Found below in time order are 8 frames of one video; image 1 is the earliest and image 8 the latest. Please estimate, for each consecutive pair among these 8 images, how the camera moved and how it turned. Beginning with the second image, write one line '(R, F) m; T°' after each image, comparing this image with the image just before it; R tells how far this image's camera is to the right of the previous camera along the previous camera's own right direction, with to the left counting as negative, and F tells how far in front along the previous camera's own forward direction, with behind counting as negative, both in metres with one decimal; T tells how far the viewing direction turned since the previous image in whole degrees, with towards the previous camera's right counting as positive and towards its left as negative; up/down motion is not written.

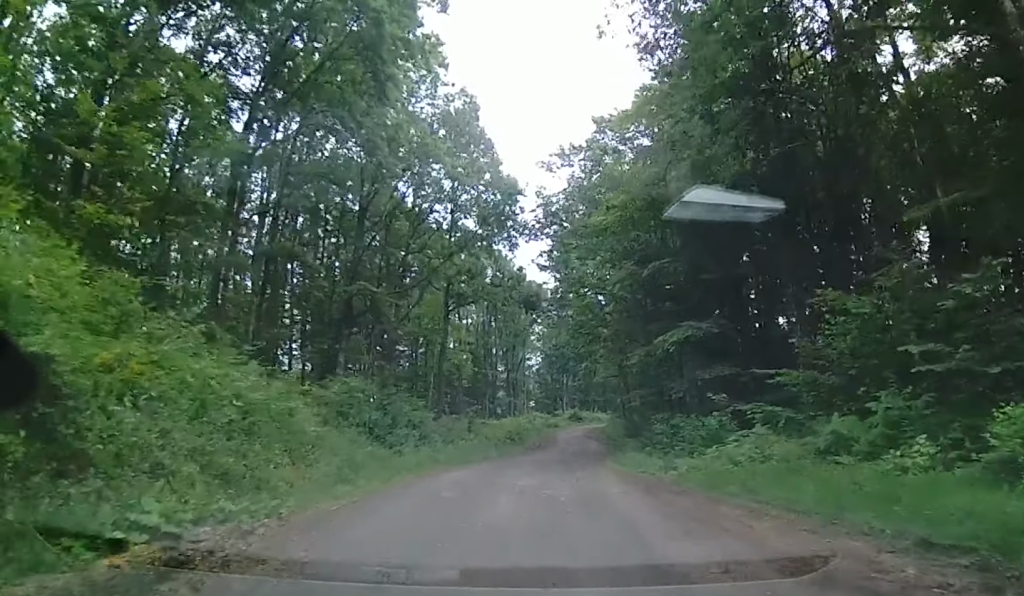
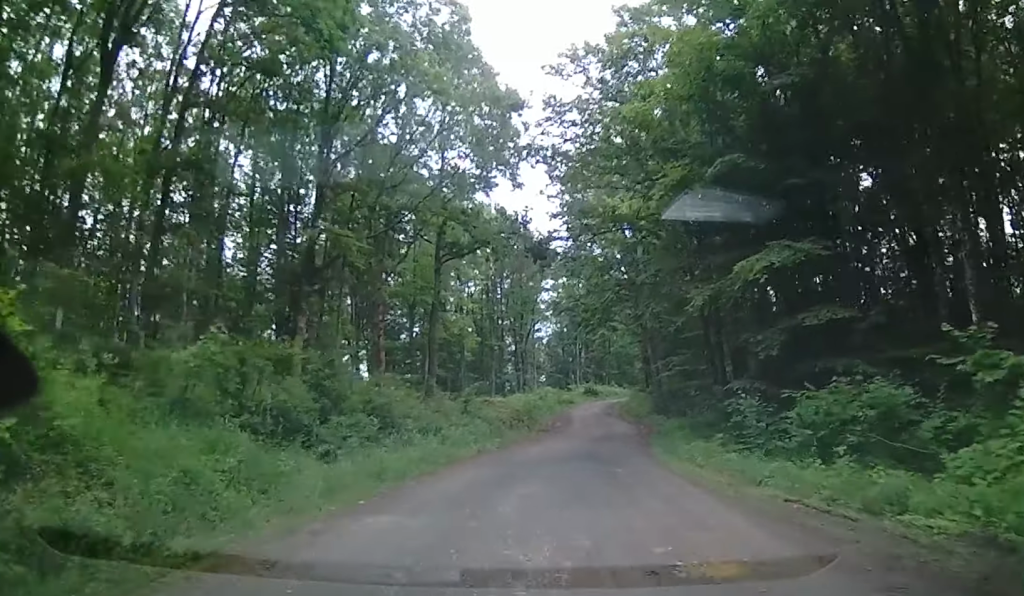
(-0.1, +10.0) m; +3°
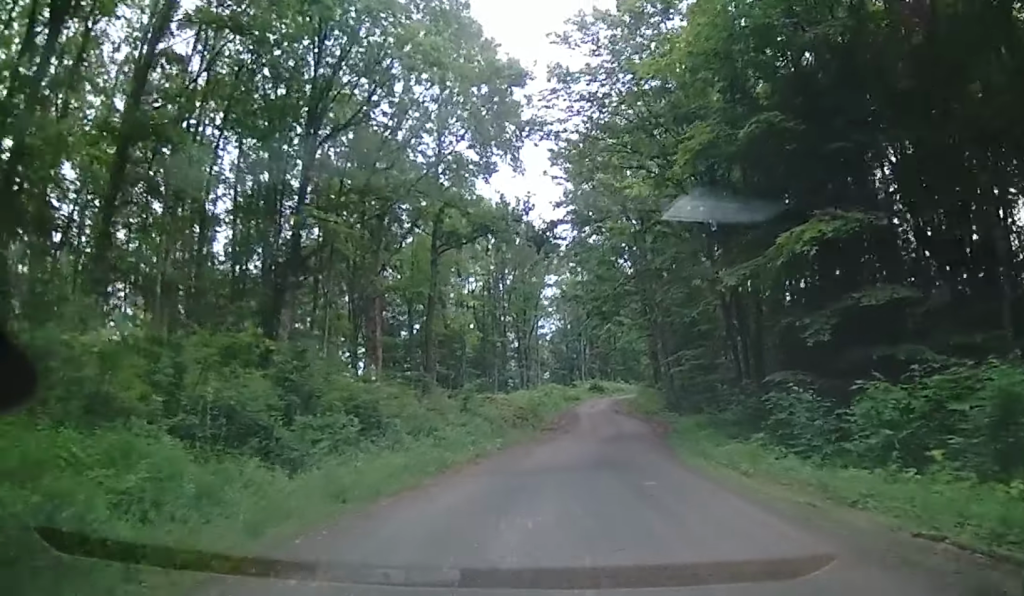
(+0.1, +3.1) m; +2°
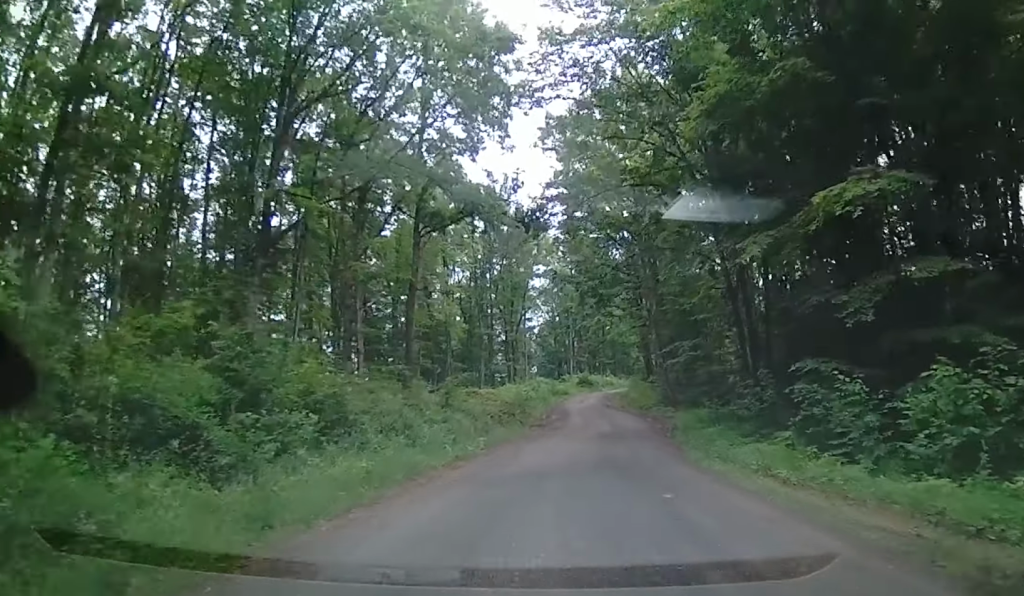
(0.0, +2.7) m; 0°
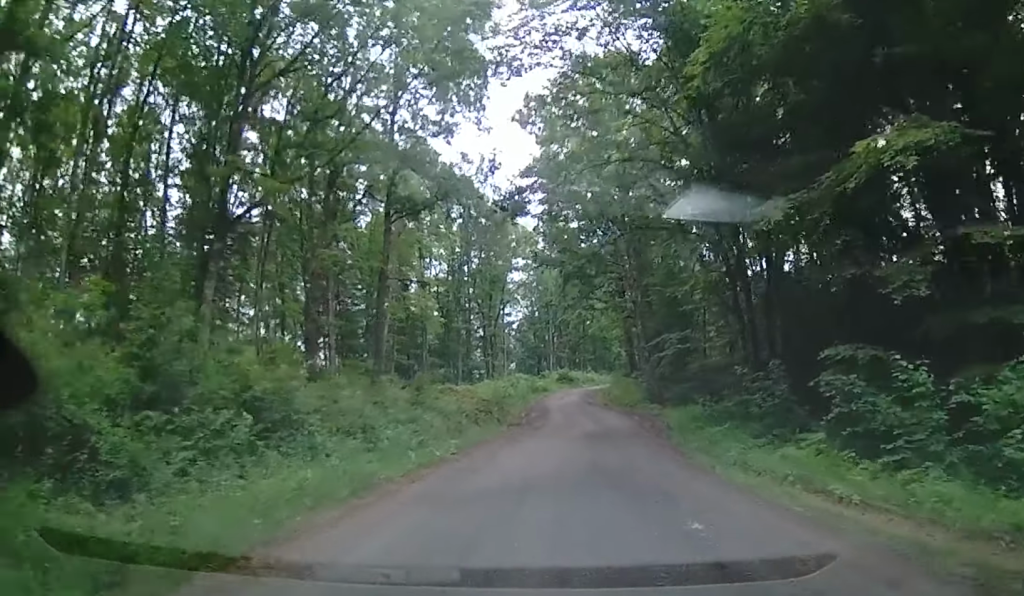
(0.0, +2.7) m; 0°
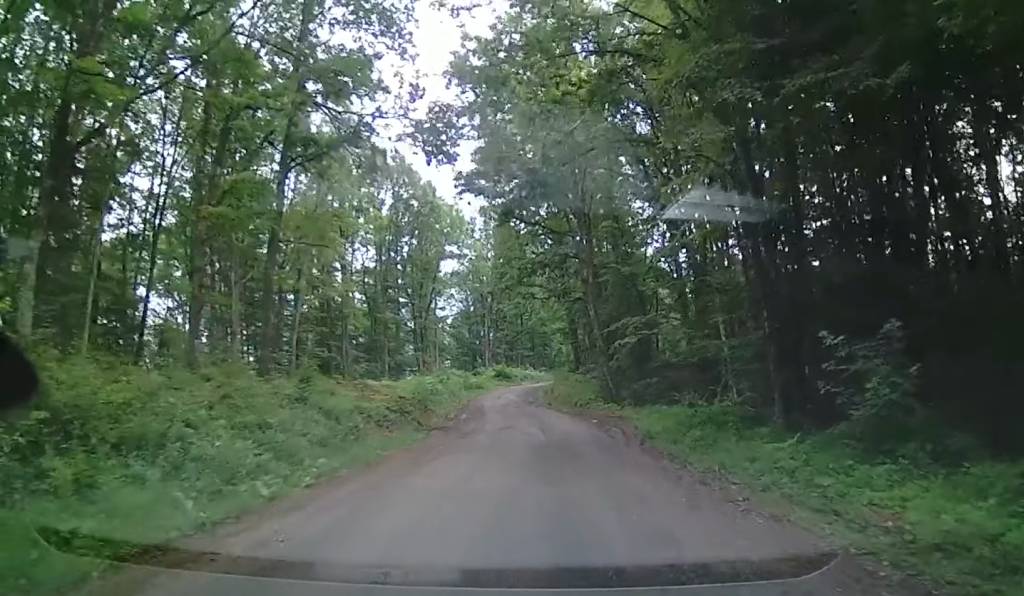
(-0.1, +8.1) m; +3°
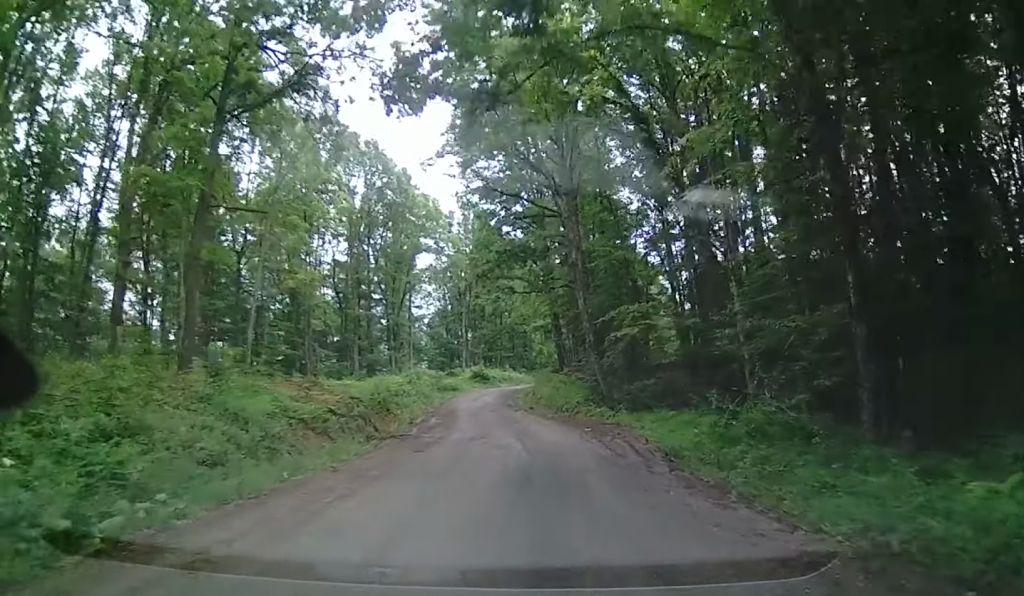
(+0.4, +5.3) m; +2°
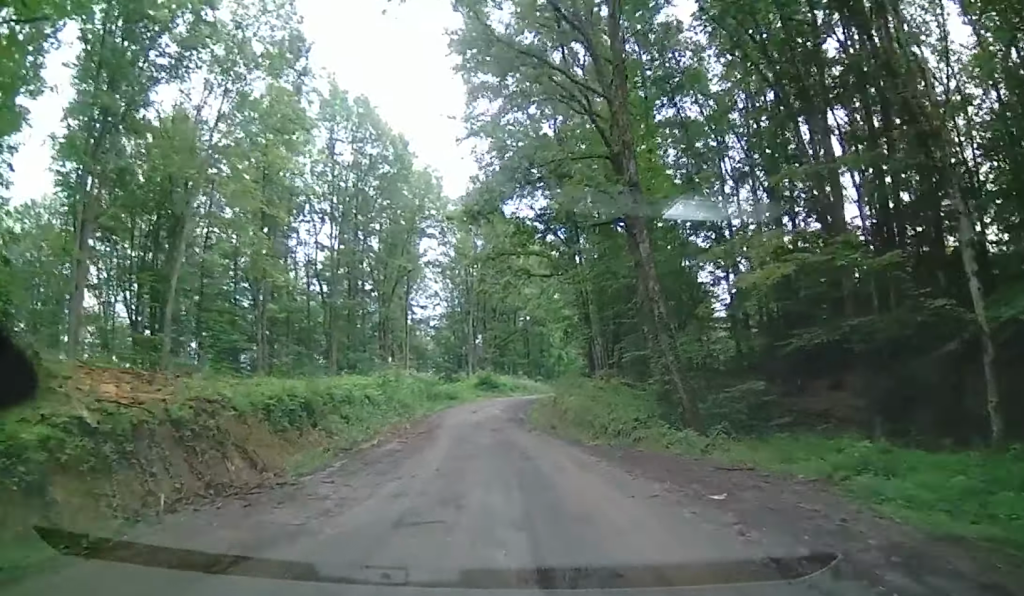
(+0.2, +13.3) m; 0°
